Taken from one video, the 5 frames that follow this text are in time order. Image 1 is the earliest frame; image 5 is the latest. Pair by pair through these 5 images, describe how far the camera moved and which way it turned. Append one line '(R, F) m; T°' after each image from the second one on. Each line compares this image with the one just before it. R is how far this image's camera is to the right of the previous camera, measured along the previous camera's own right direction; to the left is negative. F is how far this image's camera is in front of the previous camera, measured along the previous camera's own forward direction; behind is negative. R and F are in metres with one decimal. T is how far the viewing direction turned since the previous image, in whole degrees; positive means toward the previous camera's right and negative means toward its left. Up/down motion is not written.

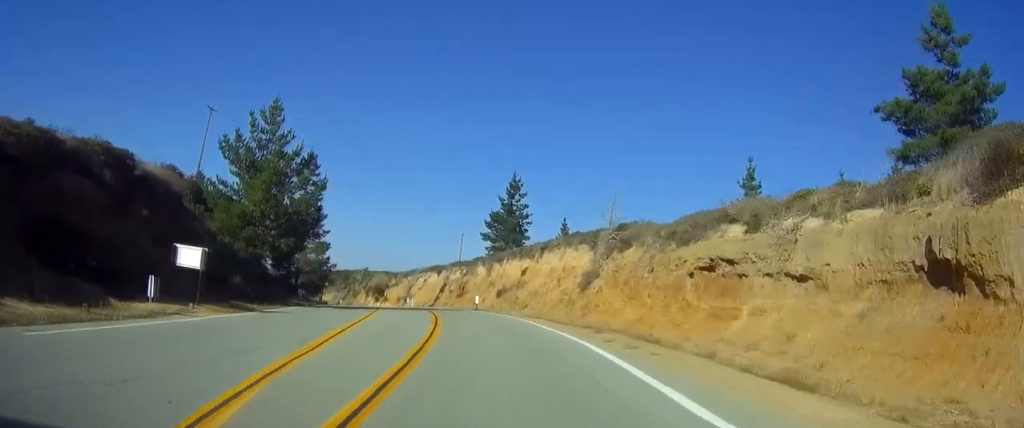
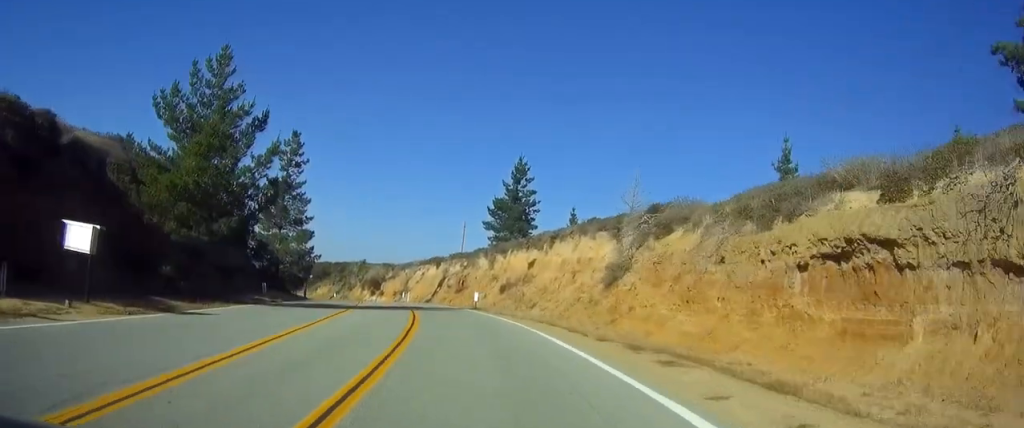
(-0.9, +10.2) m; +10°
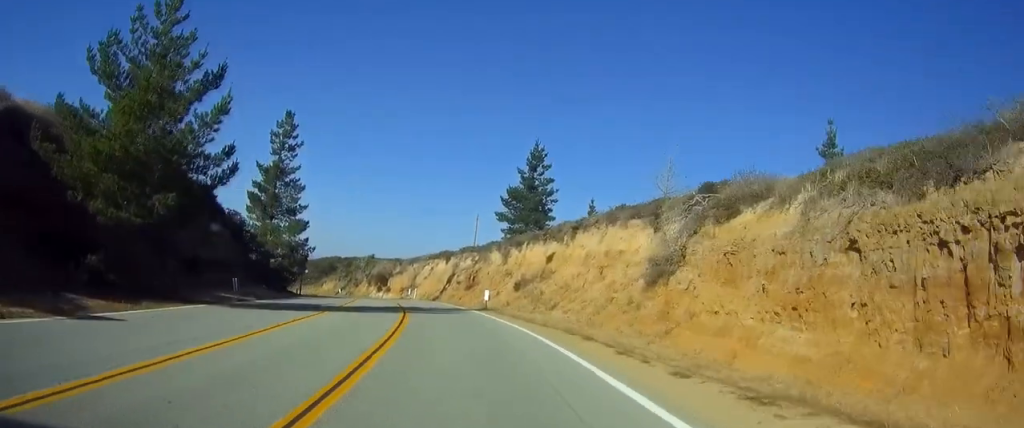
(+1.6, +4.9) m; +7°
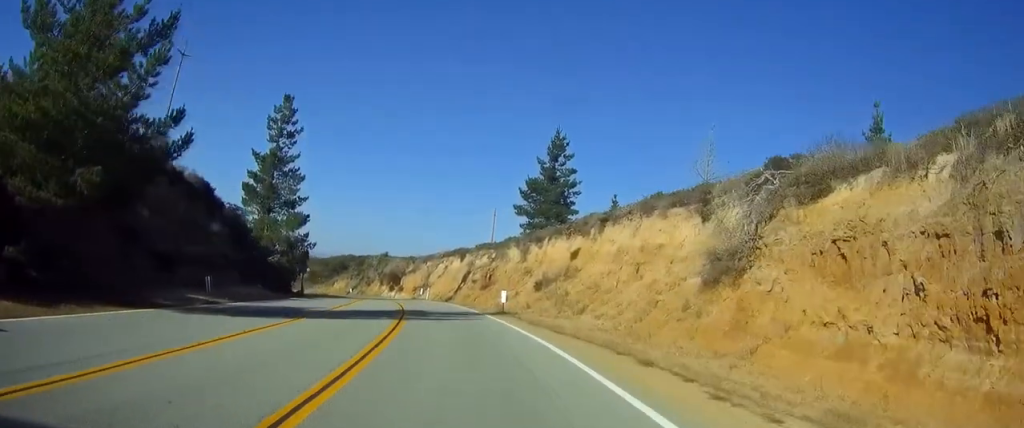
(+1.2, +3.7) m; +5°
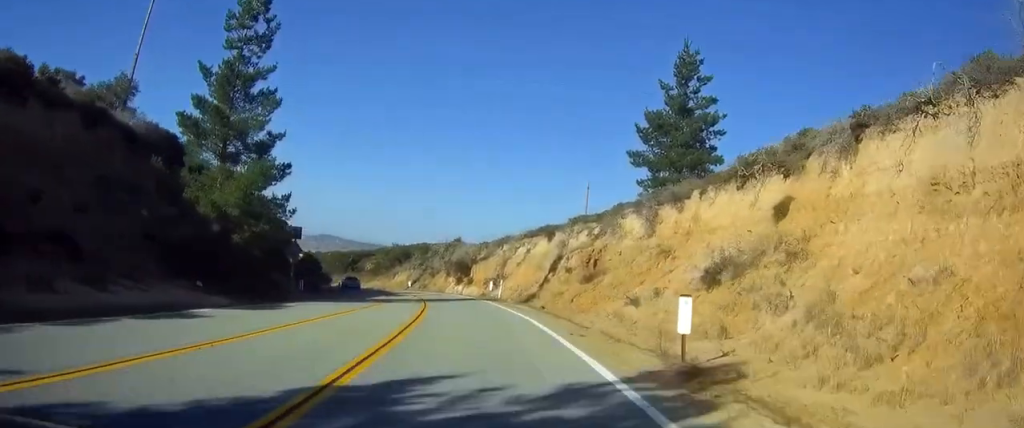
(-4.2, +23.0) m; -15°
